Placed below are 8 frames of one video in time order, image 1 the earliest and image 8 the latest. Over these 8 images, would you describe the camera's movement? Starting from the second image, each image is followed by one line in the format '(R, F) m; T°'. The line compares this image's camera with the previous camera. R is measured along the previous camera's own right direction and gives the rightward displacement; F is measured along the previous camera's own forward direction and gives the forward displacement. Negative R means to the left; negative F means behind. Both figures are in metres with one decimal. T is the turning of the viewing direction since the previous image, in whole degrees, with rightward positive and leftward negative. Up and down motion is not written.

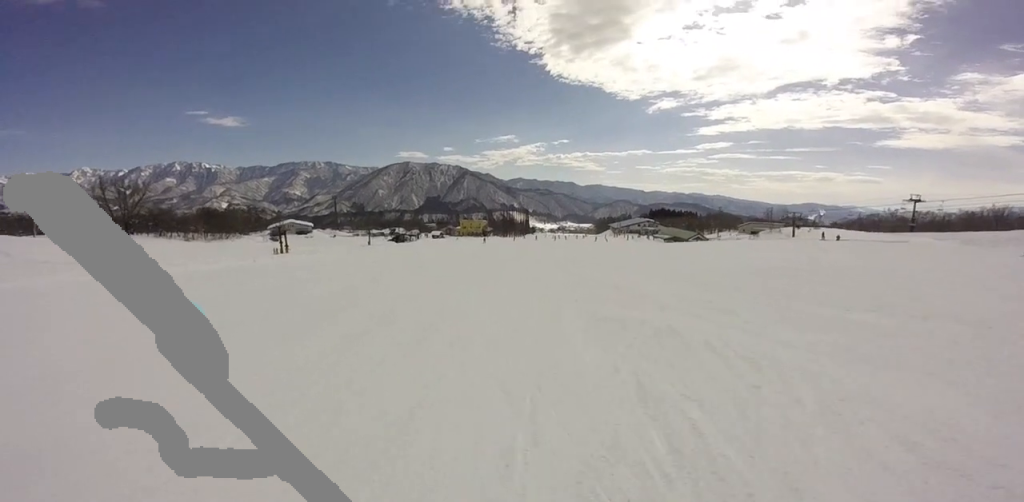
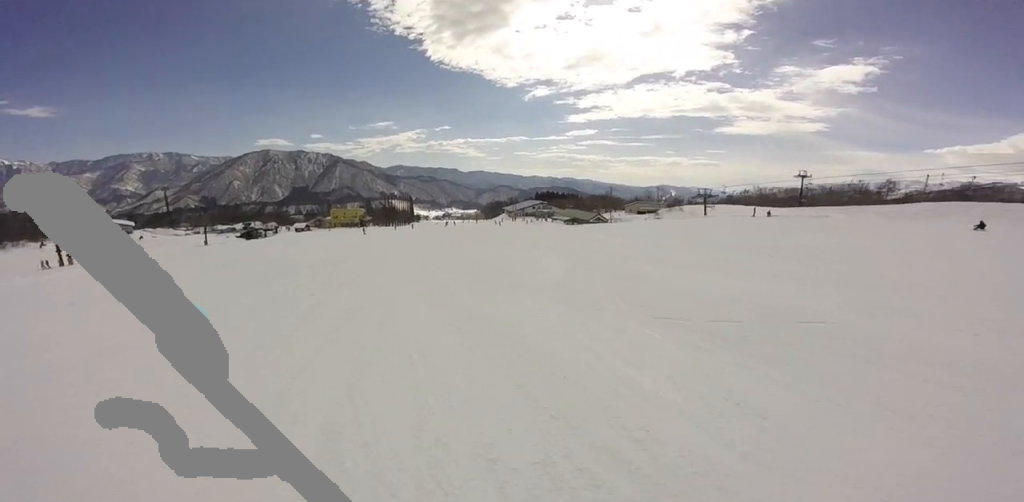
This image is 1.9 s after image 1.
(+1.8, +18.8) m; +11°
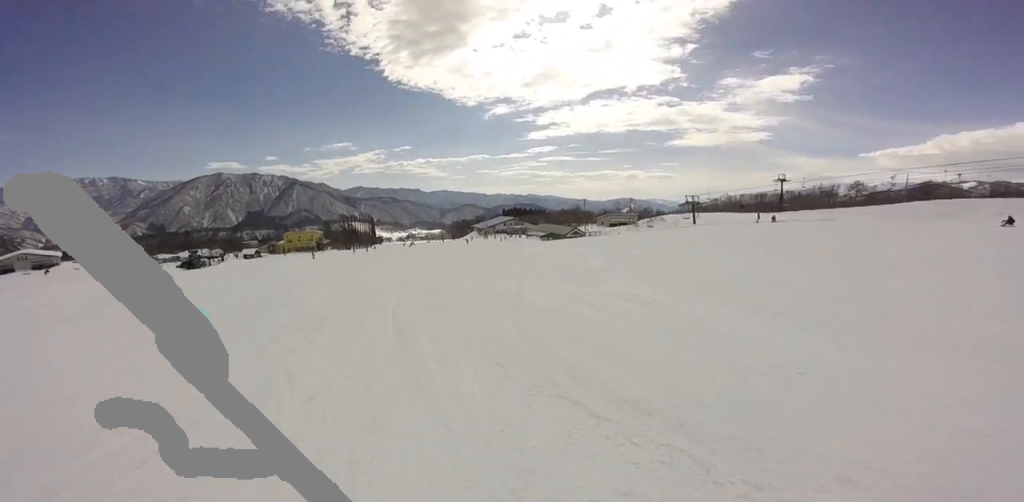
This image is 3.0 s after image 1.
(+0.3, +9.7) m; +6°
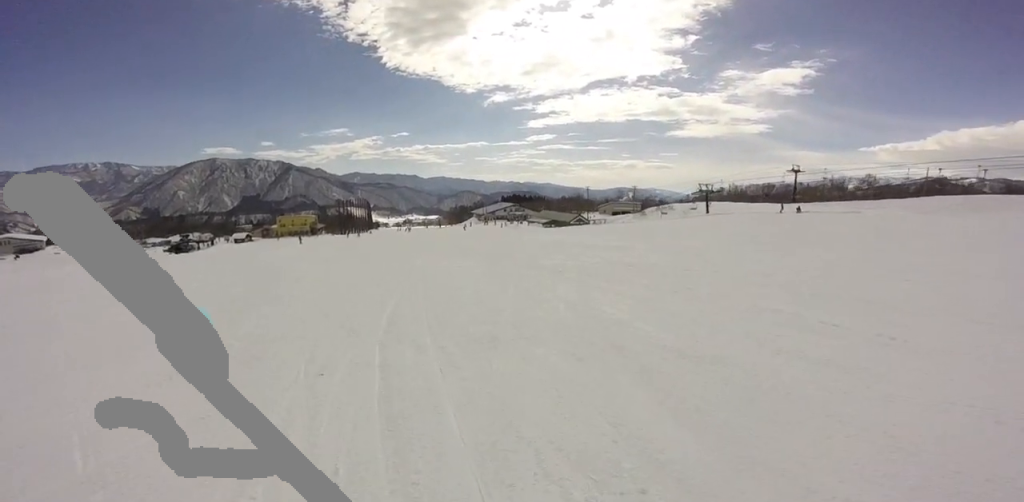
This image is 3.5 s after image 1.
(+0.2, +4.4) m; +4°
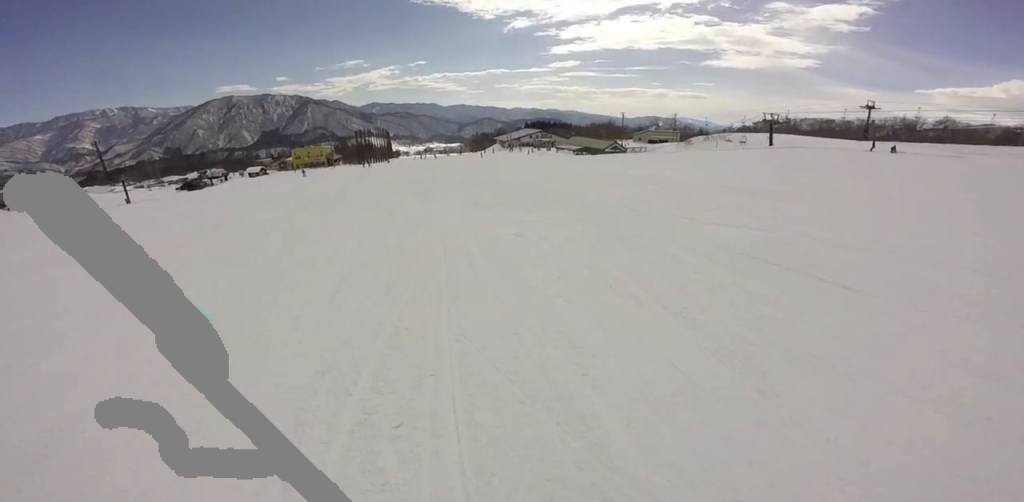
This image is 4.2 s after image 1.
(+0.3, +6.6) m; +2°
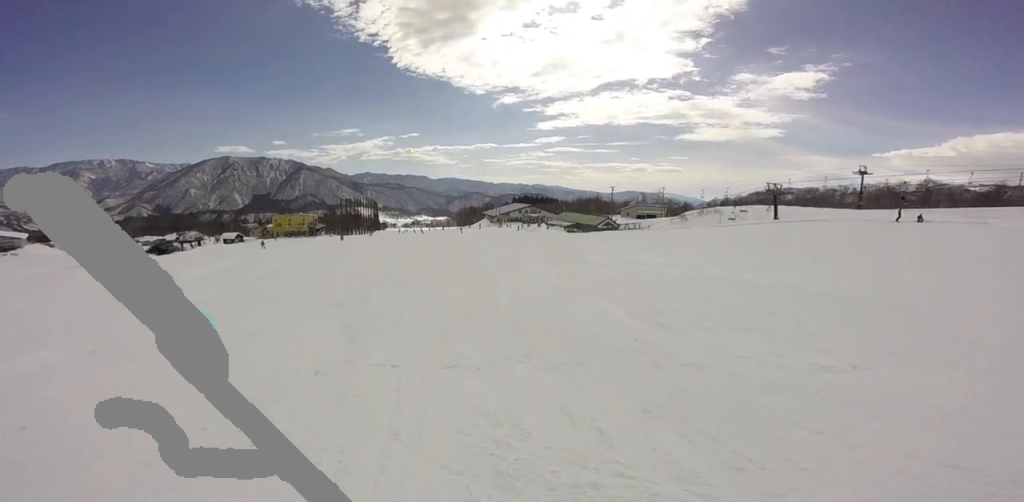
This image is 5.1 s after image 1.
(0.0, +7.5) m; 0°
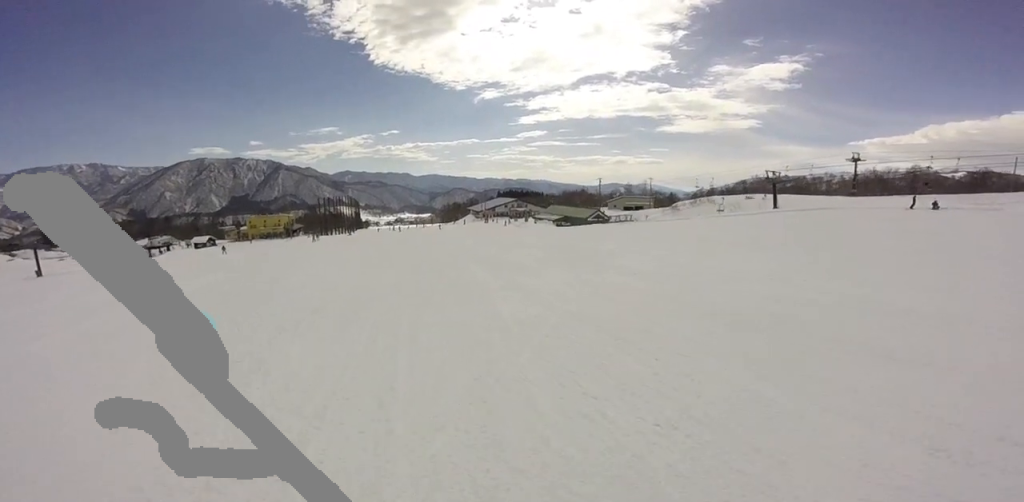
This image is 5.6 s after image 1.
(-0.2, +4.3) m; 0°
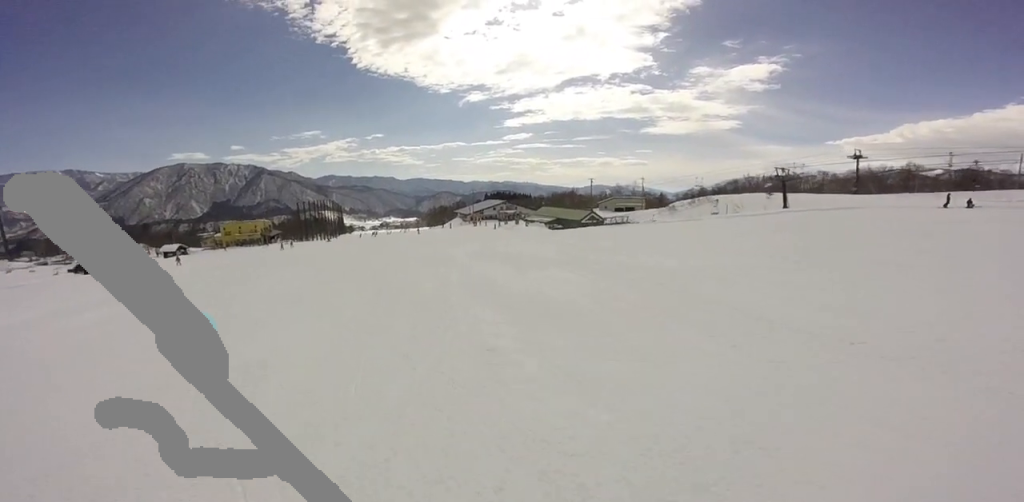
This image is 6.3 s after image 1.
(+0.2, +5.4) m; +2°
